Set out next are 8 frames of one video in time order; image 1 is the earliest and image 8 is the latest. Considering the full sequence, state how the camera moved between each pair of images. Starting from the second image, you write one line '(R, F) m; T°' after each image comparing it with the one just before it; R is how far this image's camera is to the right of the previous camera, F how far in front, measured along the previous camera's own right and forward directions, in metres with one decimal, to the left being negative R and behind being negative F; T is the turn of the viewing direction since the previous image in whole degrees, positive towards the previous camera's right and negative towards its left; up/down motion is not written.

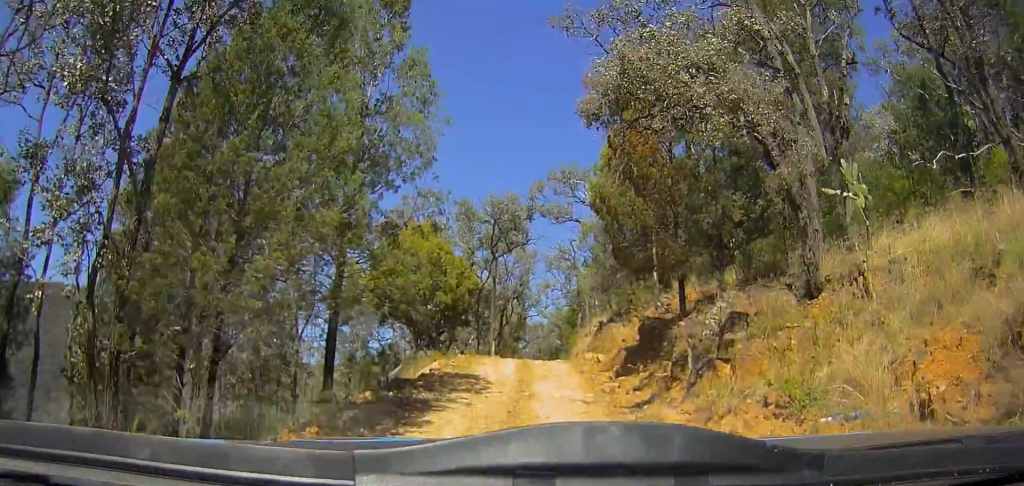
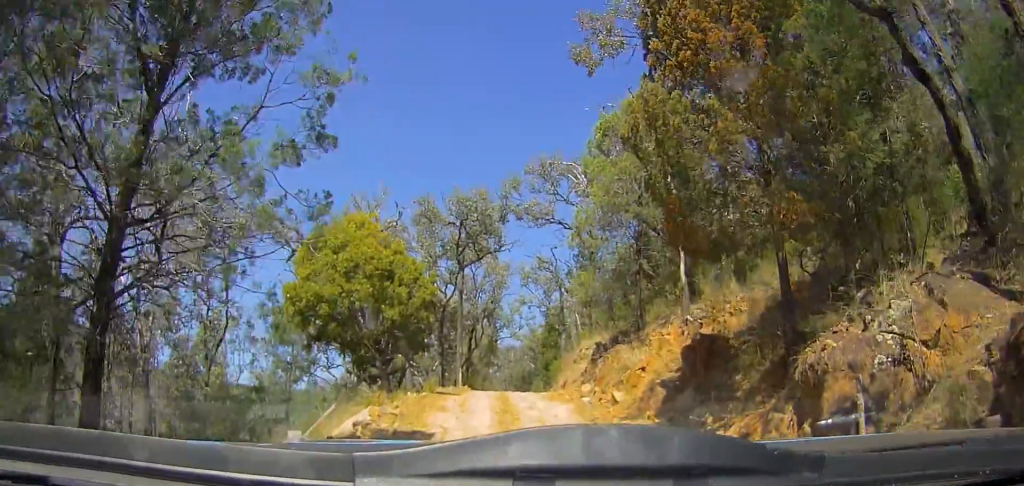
(-0.4, +6.7) m; -3°
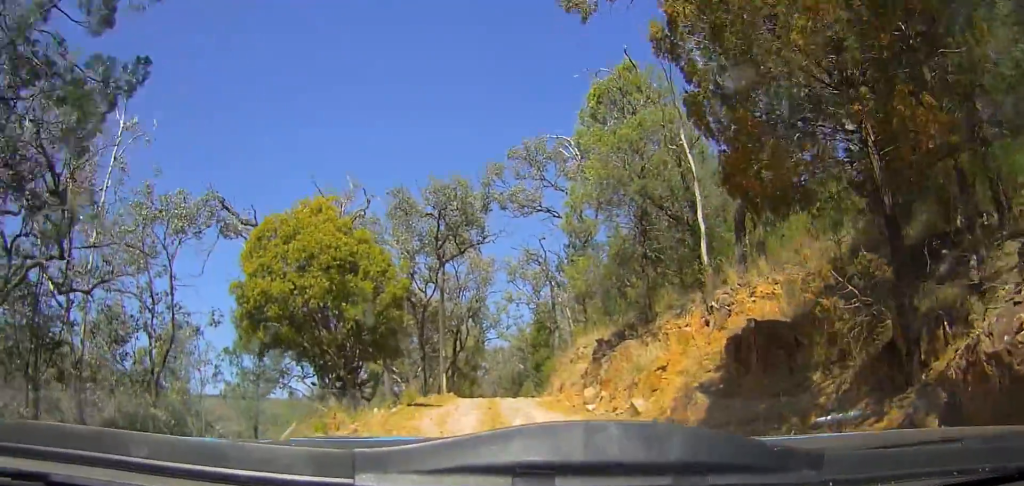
(0.0, +2.9) m; +3°
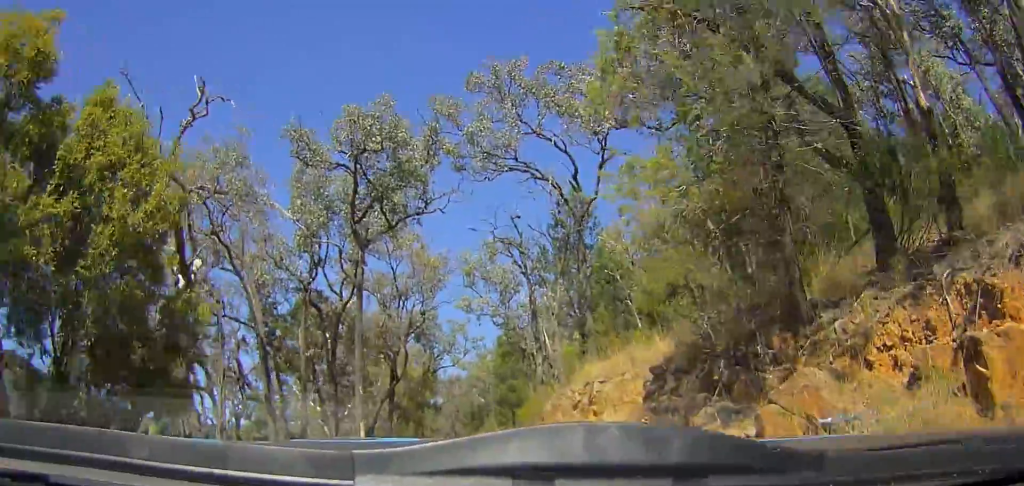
(+1.3, +10.3) m; +8°
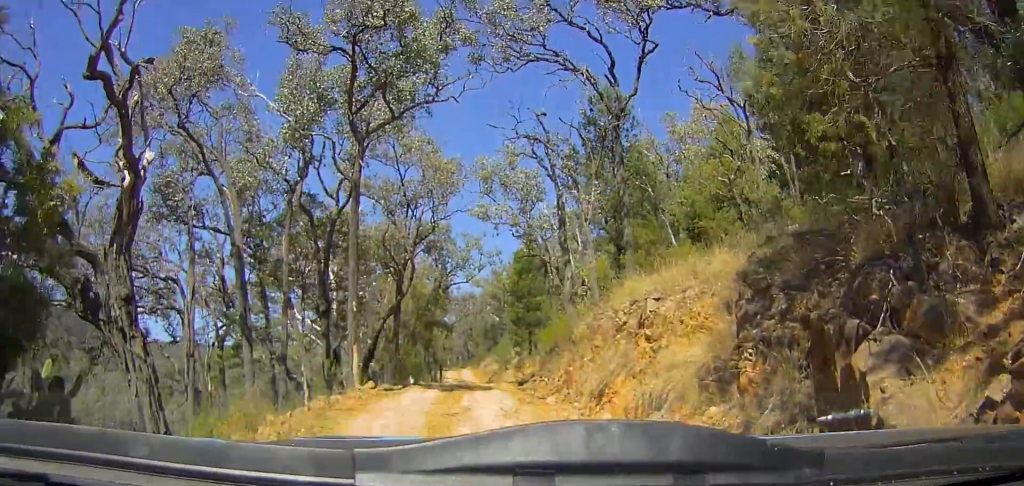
(0.0, +3.0) m; -1°
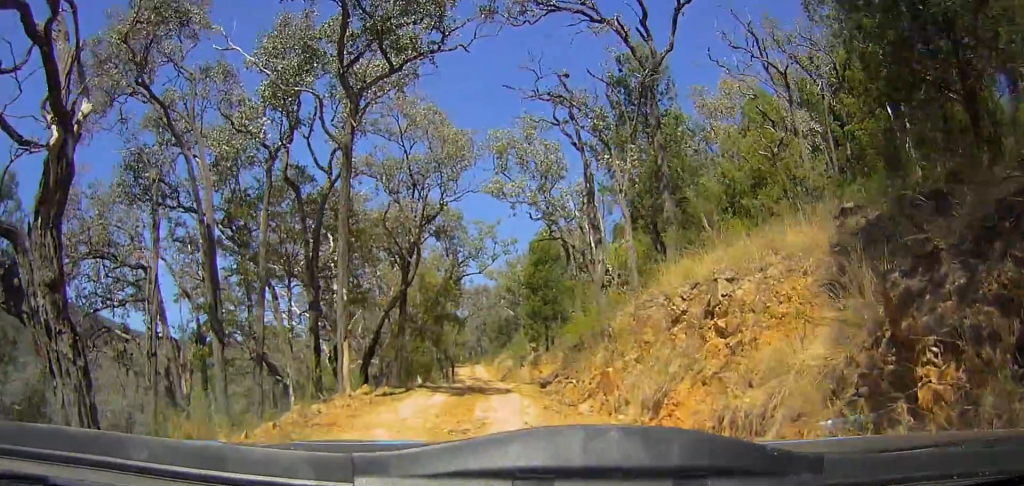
(0.0, +2.6) m; 0°
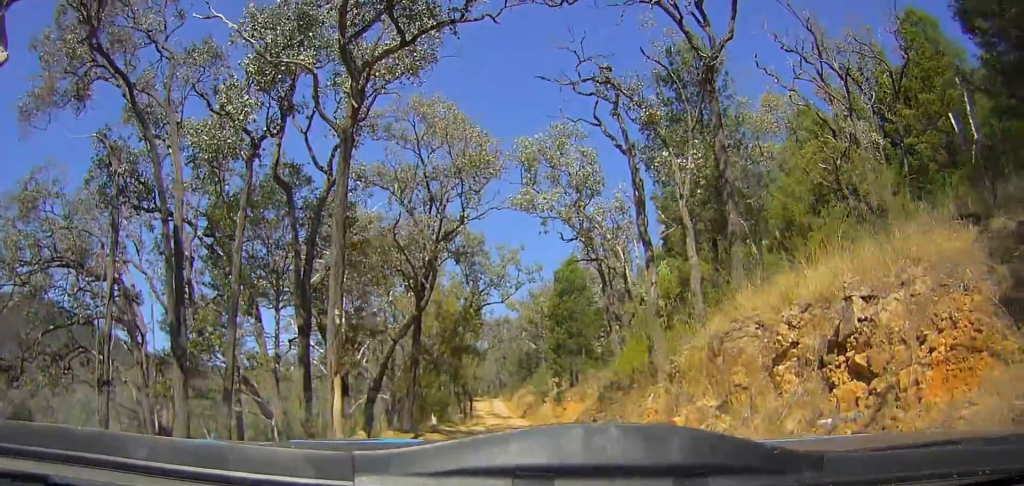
(0.0, +2.5) m; 0°
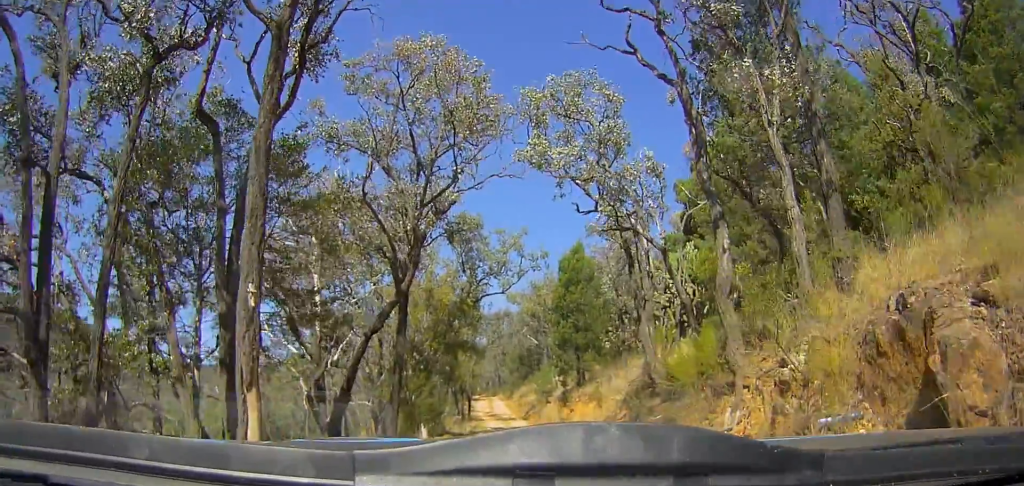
(0.0, +3.7) m; 0°
